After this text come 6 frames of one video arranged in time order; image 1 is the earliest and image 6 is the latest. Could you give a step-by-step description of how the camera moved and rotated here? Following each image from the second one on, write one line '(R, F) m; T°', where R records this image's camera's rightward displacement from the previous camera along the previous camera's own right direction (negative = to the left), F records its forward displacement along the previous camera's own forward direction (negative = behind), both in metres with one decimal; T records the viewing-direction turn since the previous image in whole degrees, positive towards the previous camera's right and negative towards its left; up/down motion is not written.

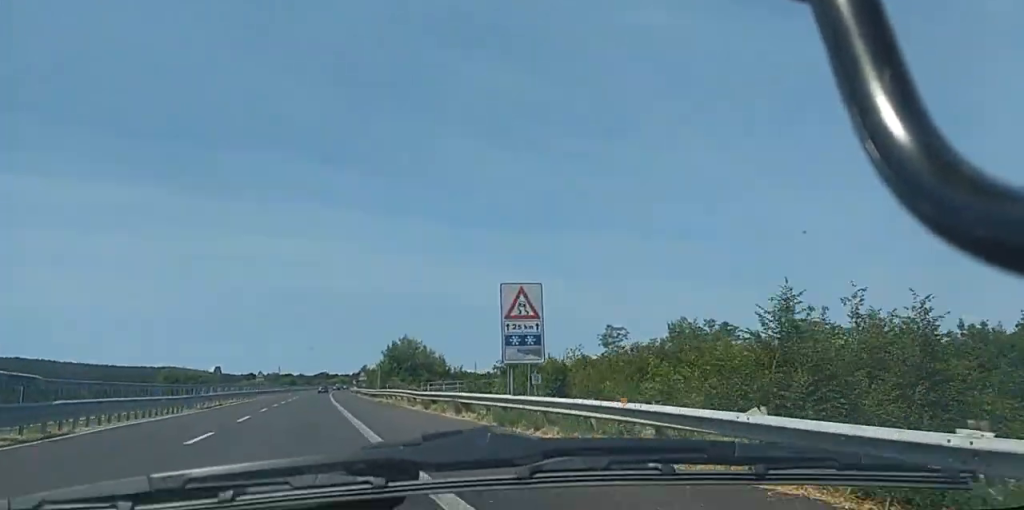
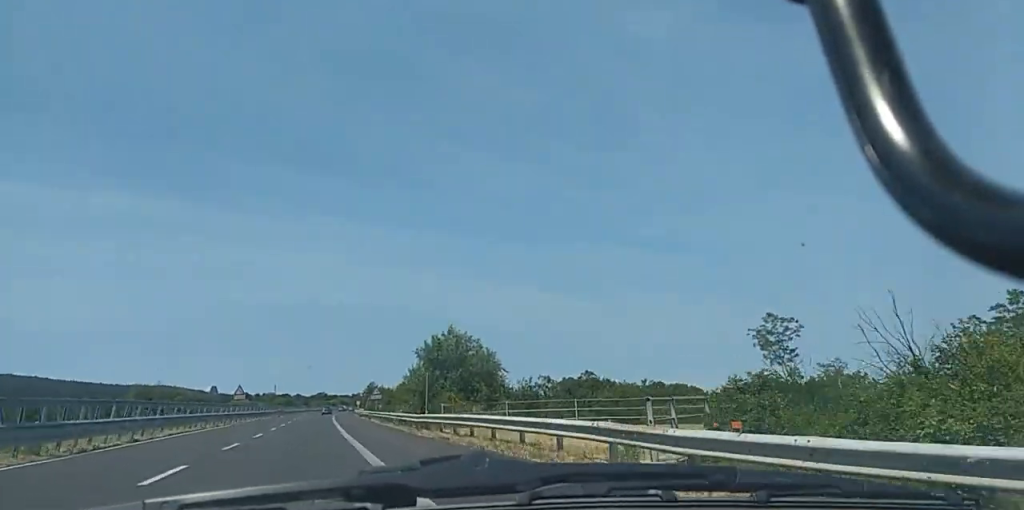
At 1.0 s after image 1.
(+0.4, +28.6) m; 0°
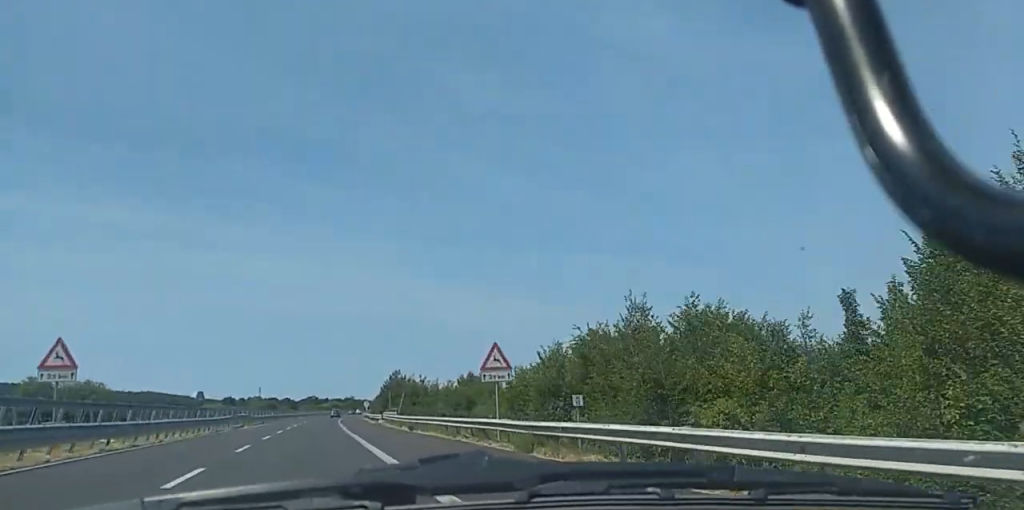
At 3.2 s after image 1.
(-0.1, +58.5) m; +1°
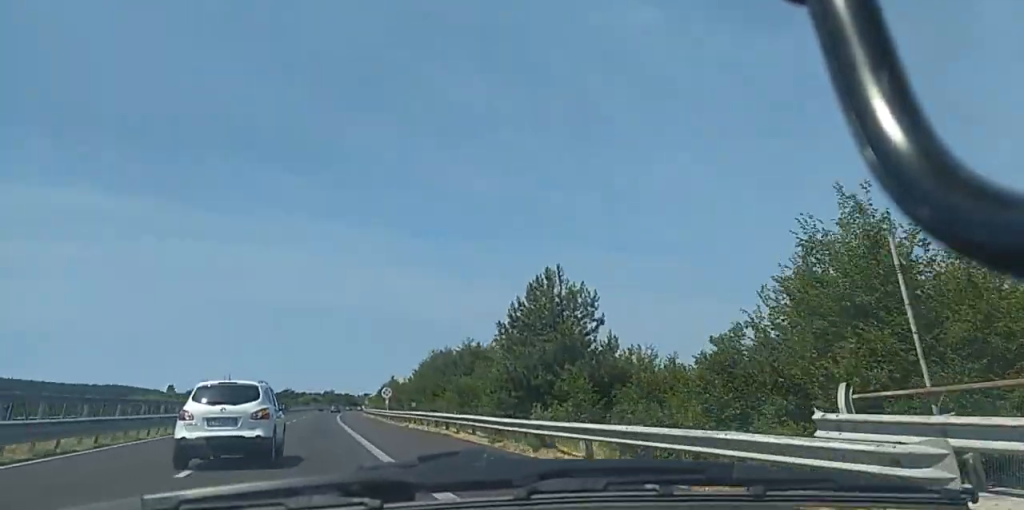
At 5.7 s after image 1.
(+0.1, +67.9) m; +1°
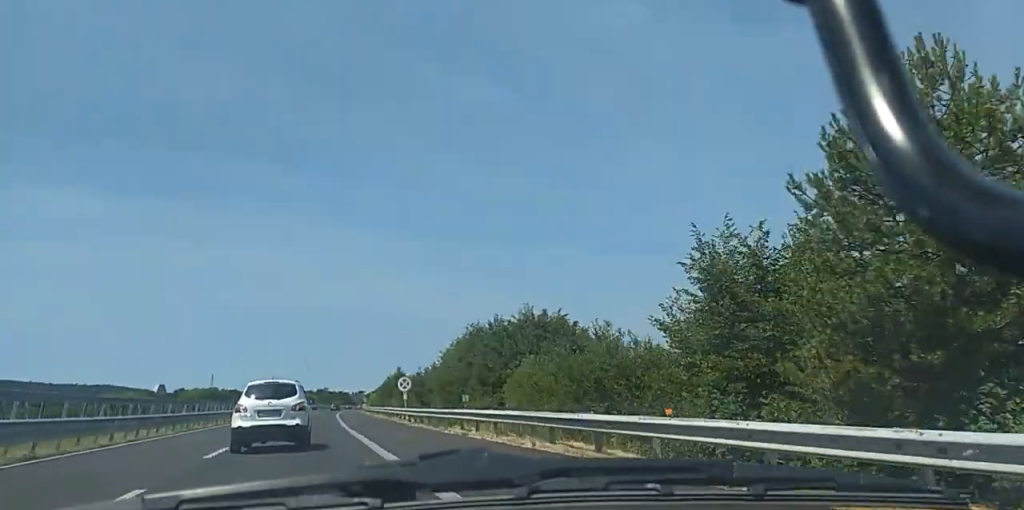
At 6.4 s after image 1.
(+0.2, +18.5) m; +1°
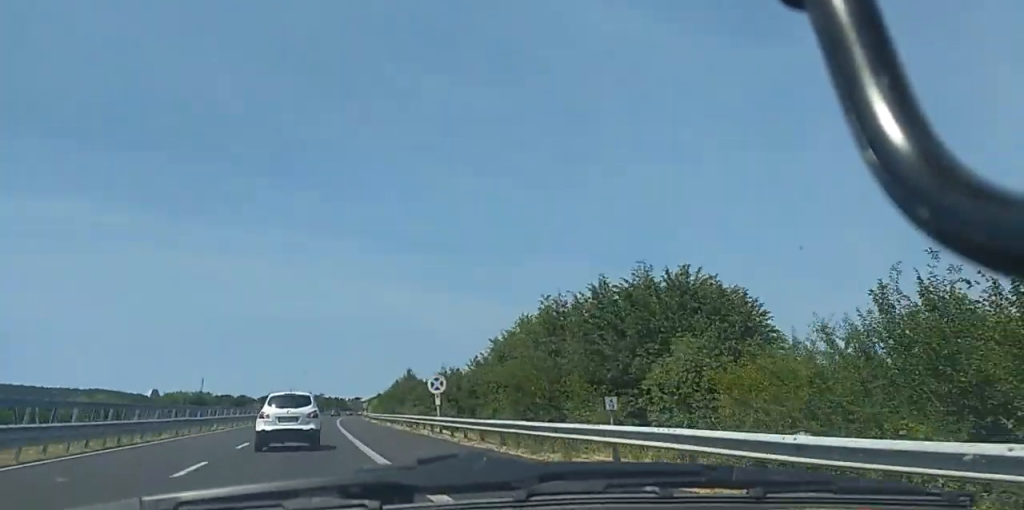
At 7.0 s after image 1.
(+0.1, +15.7) m; +1°
